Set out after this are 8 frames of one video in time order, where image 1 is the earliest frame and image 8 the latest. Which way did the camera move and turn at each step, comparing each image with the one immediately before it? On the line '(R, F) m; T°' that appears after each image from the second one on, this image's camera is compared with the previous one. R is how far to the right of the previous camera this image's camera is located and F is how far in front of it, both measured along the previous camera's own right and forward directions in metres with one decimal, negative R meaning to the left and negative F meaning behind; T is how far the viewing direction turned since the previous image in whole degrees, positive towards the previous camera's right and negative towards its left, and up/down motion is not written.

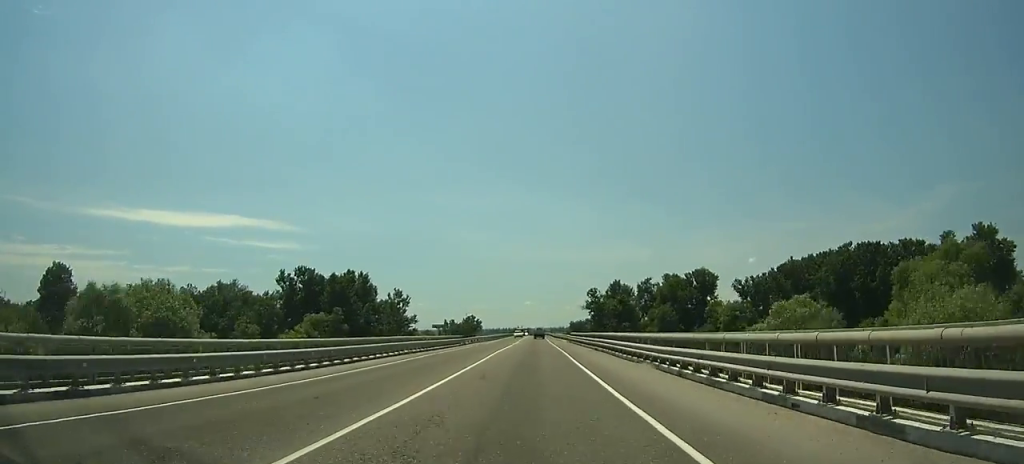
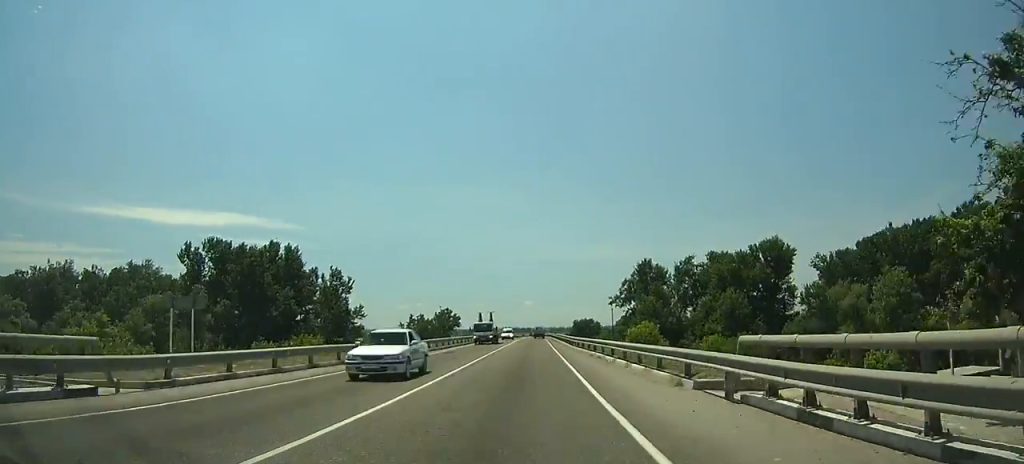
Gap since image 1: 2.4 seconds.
(0.0, +54.4) m; 0°
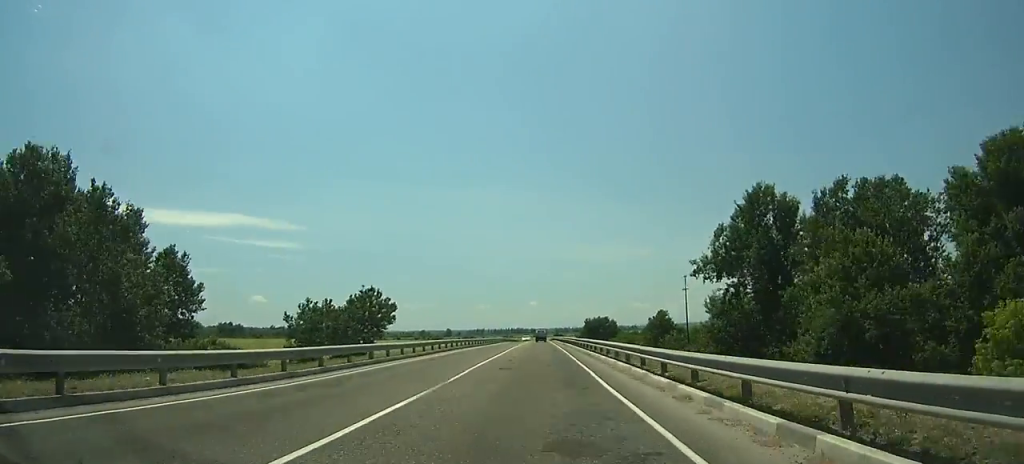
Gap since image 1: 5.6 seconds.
(-0.2, +73.6) m; 0°
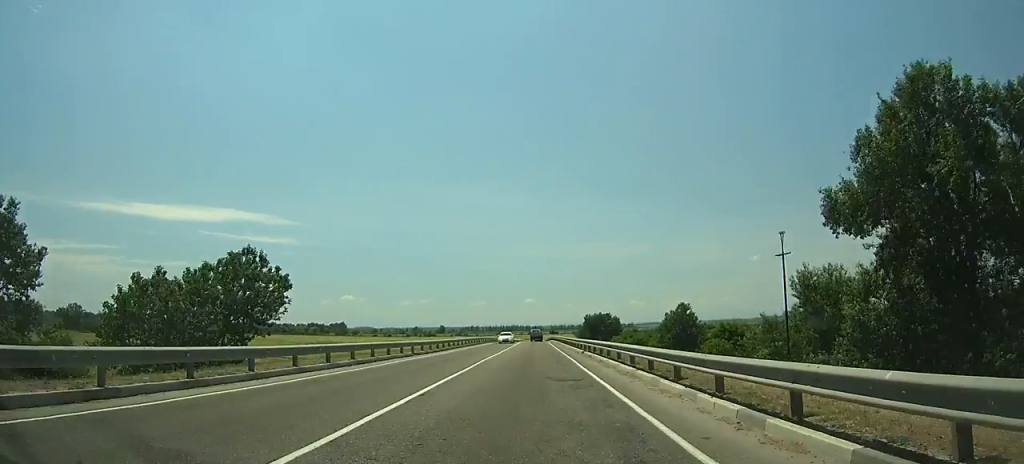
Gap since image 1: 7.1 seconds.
(-0.1, +34.7) m; 0°
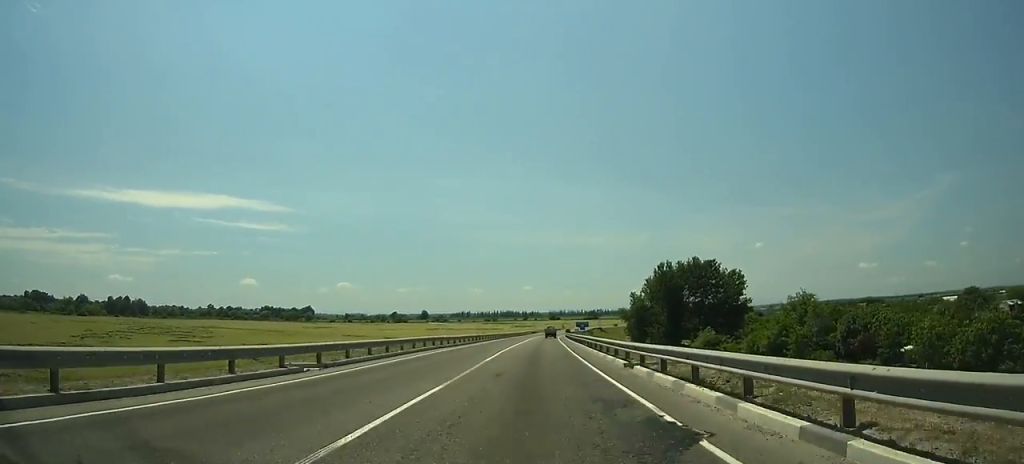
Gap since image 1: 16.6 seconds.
(+0.6, +220.8) m; +1°
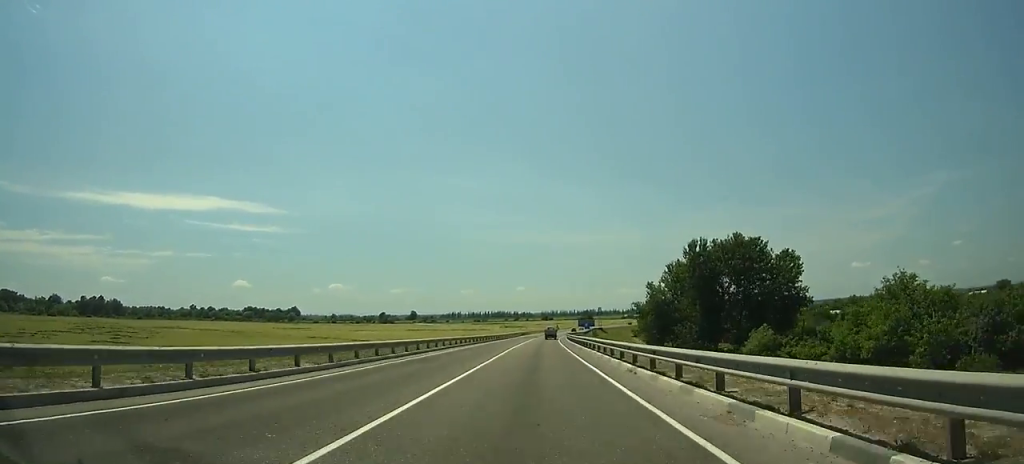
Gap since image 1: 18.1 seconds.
(+0.2, +35.0) m; +1°
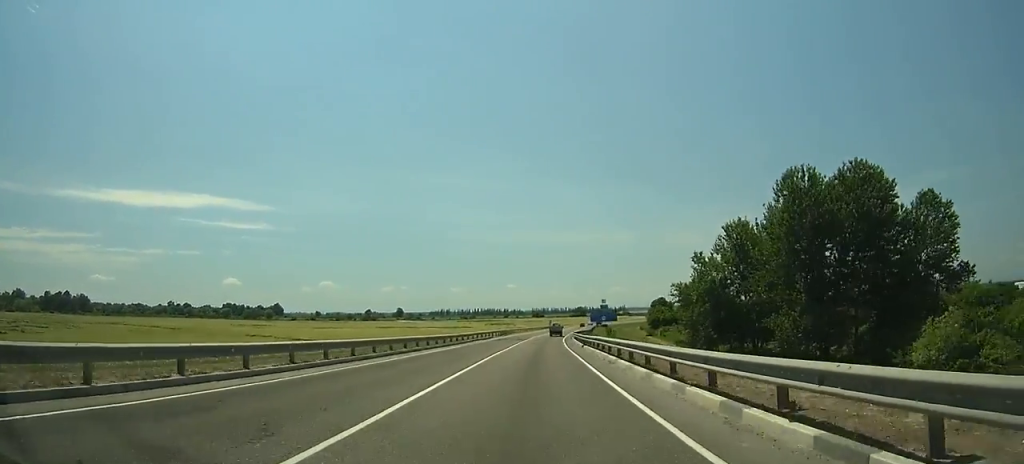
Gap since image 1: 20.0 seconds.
(+0.3, +44.3) m; +1°
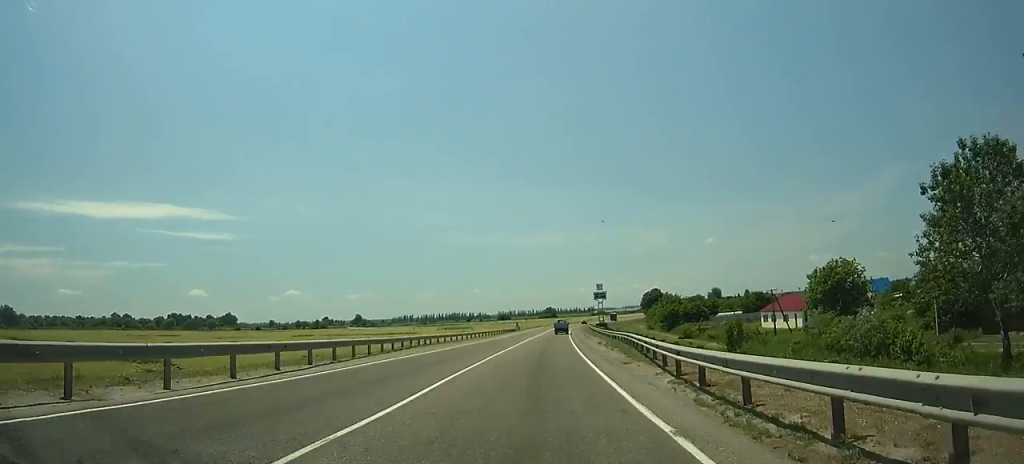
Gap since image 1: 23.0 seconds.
(+1.2, +69.7) m; +3°
